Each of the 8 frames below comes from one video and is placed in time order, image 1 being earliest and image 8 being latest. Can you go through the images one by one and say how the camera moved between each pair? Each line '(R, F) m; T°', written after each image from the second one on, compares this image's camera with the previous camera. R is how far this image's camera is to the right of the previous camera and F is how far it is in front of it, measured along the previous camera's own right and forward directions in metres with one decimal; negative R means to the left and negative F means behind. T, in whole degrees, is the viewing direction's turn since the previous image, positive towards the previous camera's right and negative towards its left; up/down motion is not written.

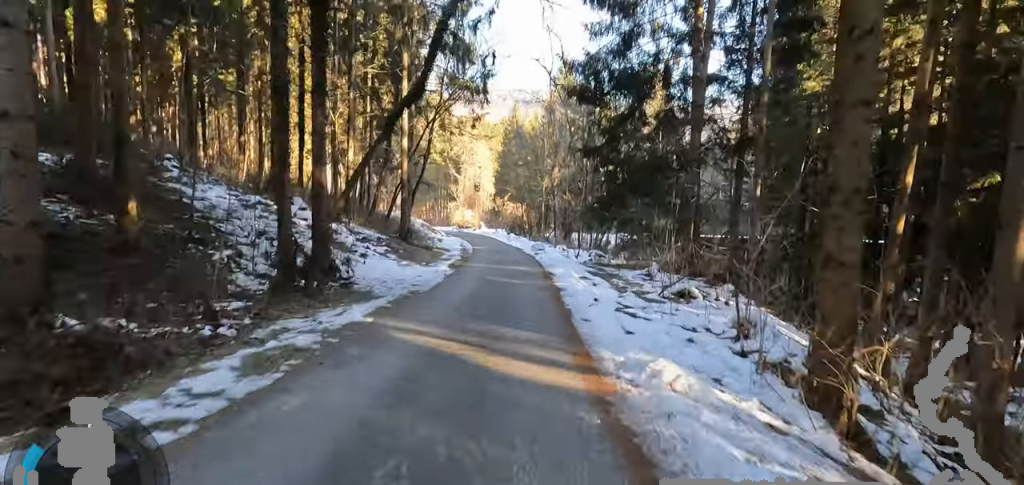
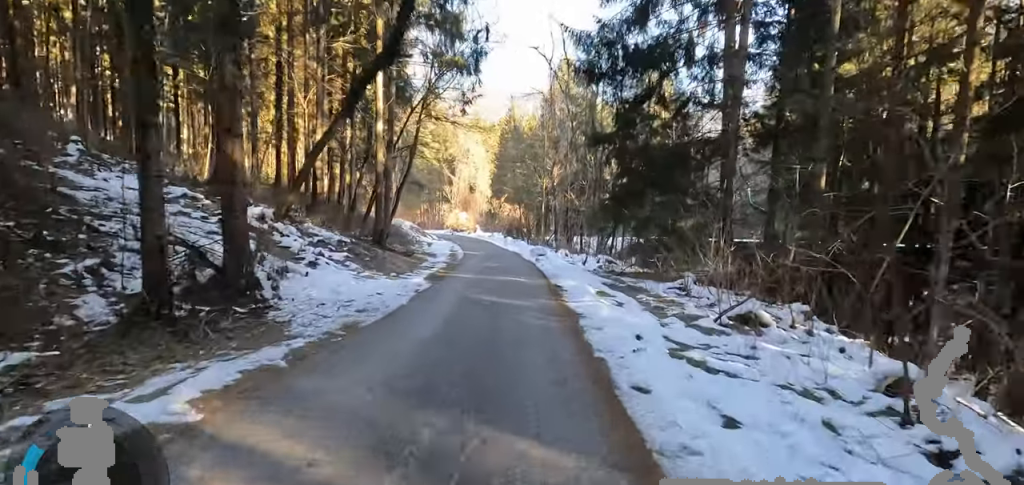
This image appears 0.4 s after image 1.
(0.0, +3.5) m; 0°
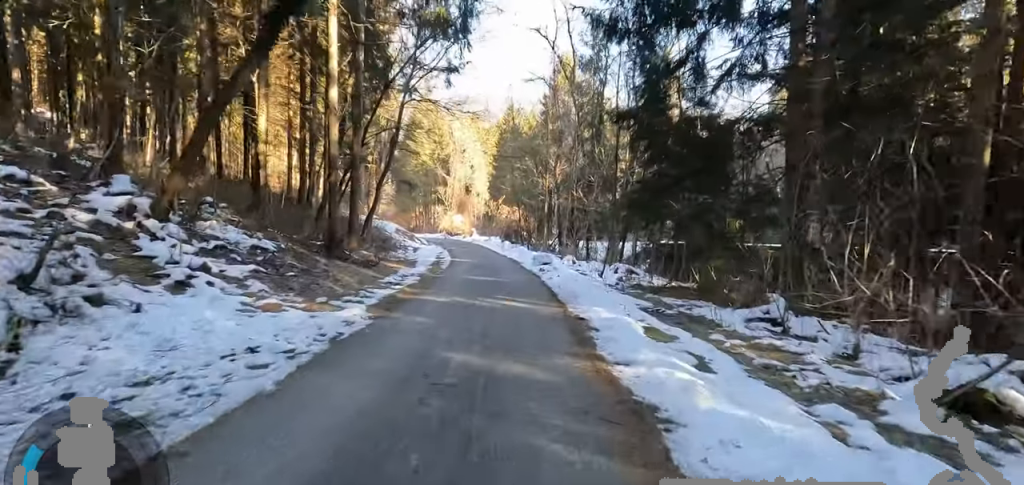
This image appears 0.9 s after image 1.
(0.0, +4.3) m; 0°
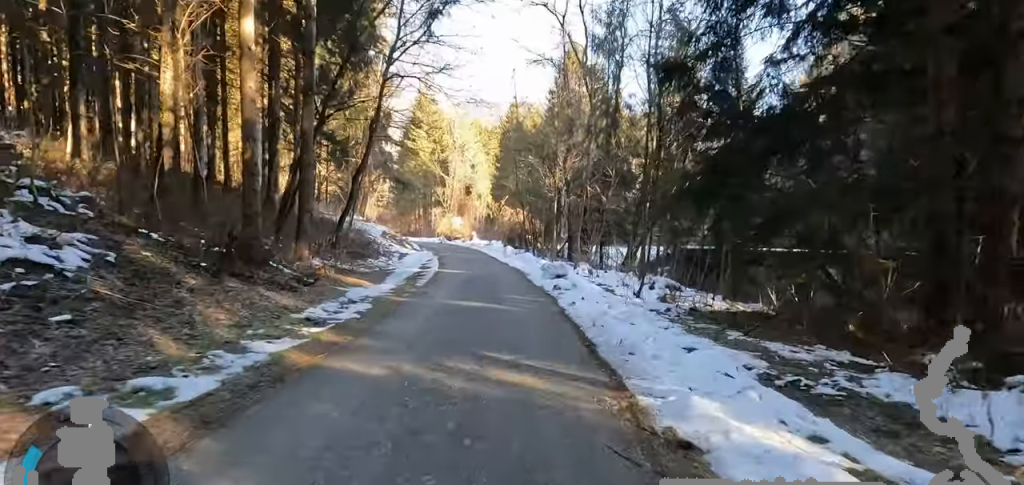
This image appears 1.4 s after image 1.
(0.0, +4.3) m; -2°
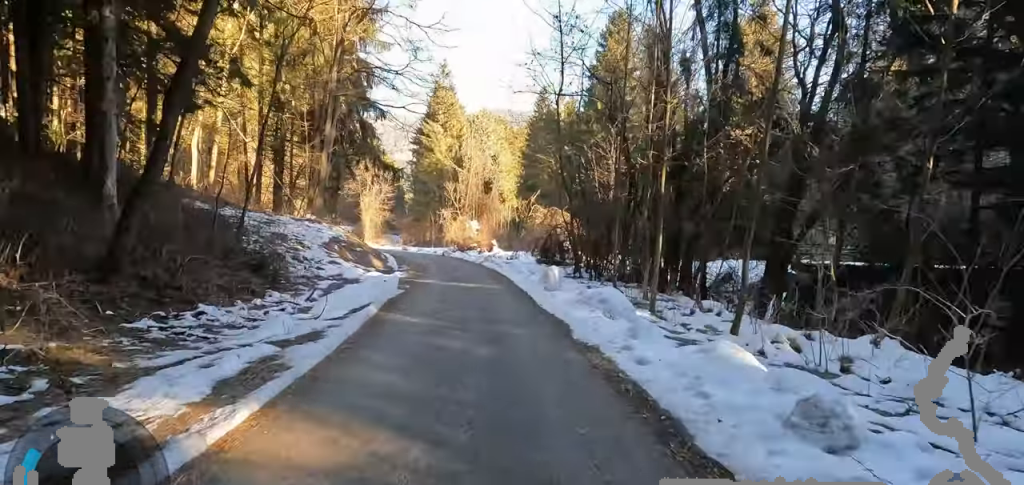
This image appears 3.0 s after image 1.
(-1.9, +12.5) m; -10°
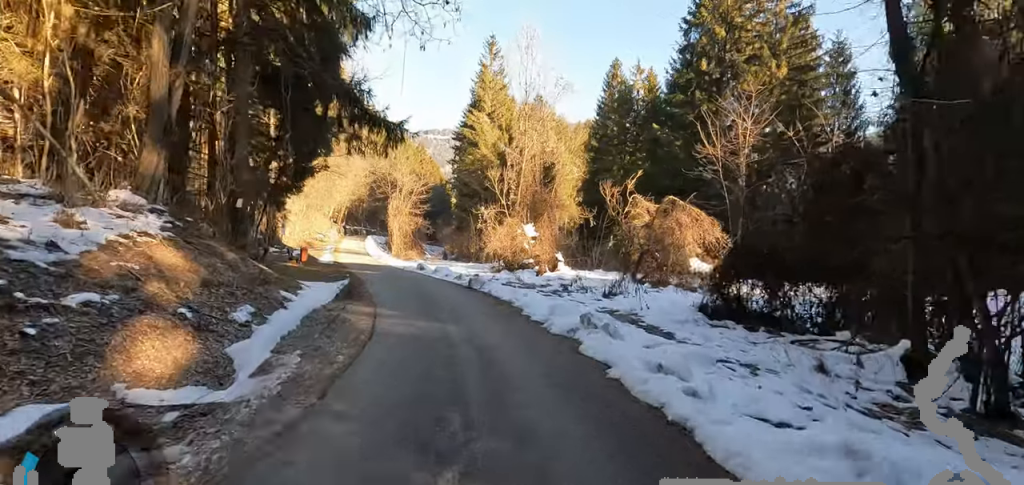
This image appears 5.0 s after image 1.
(+0.2, +13.9) m; -1°
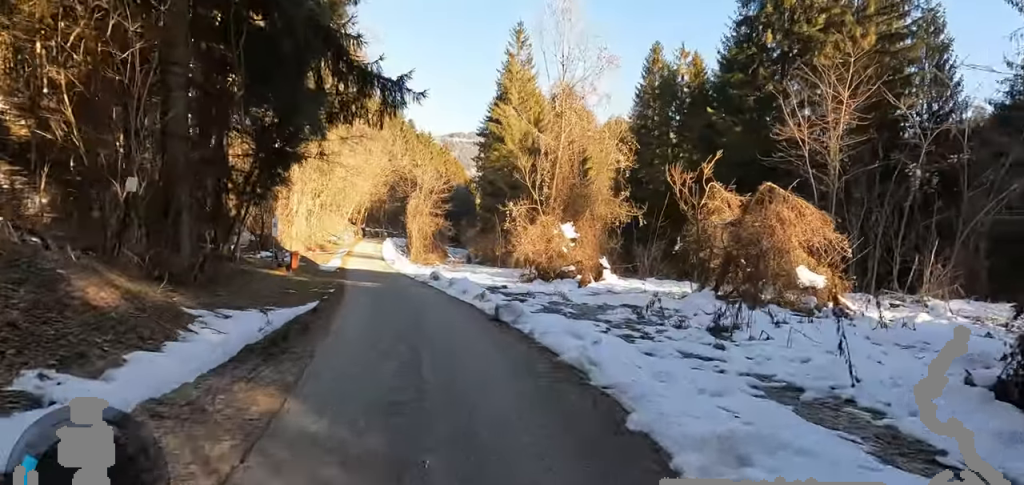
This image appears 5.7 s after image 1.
(0.0, +4.5) m; -2°
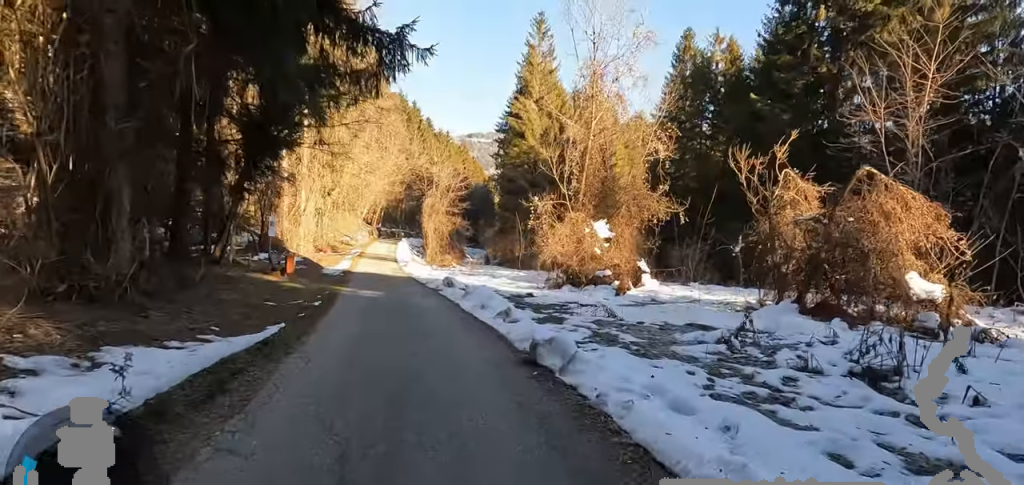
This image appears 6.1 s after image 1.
(+0.5, +2.6) m; -1°
